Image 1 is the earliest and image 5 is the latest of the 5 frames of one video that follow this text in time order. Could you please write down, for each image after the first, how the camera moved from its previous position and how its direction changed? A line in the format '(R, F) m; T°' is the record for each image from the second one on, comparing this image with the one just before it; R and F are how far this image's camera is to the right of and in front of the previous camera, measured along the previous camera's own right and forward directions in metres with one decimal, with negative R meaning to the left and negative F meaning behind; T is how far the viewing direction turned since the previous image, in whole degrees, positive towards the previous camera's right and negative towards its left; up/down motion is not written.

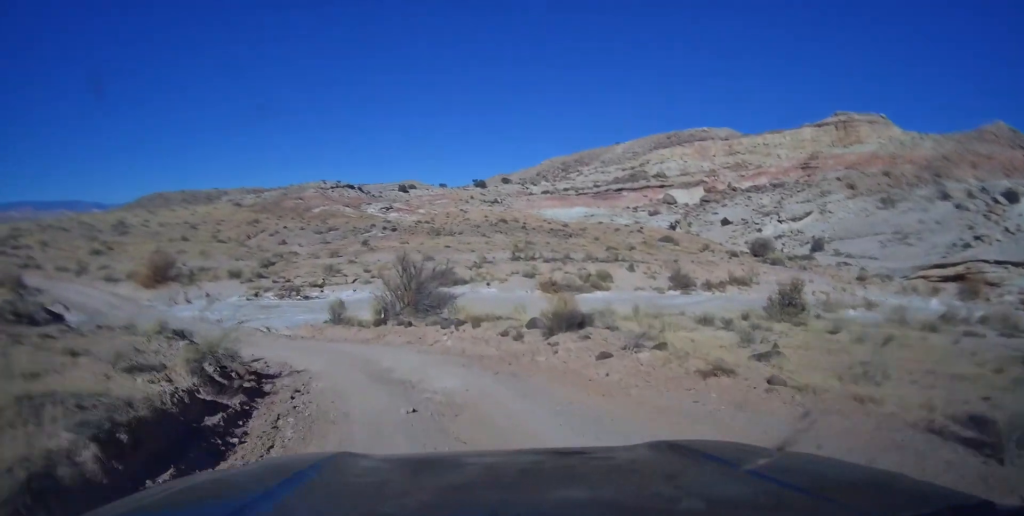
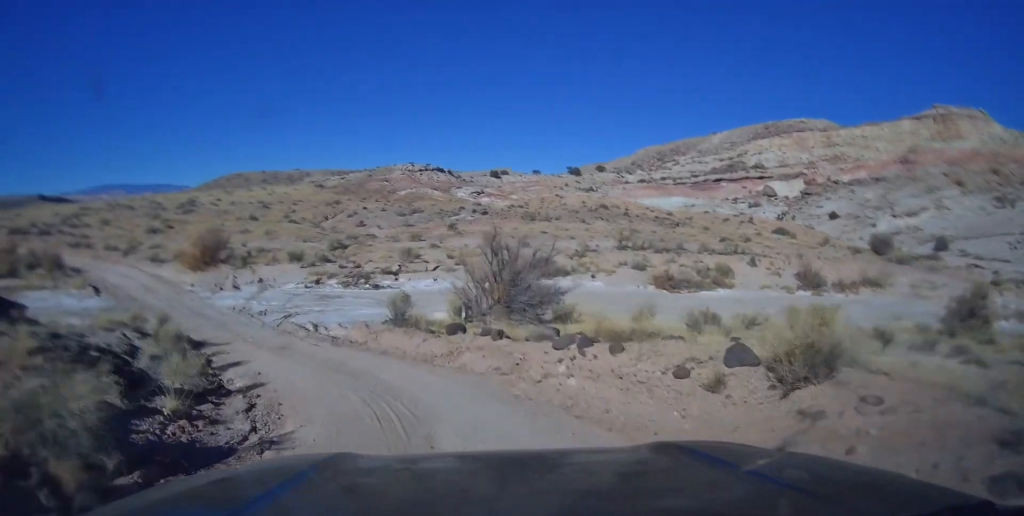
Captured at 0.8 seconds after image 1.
(+0.5, +7.0) m; -3°
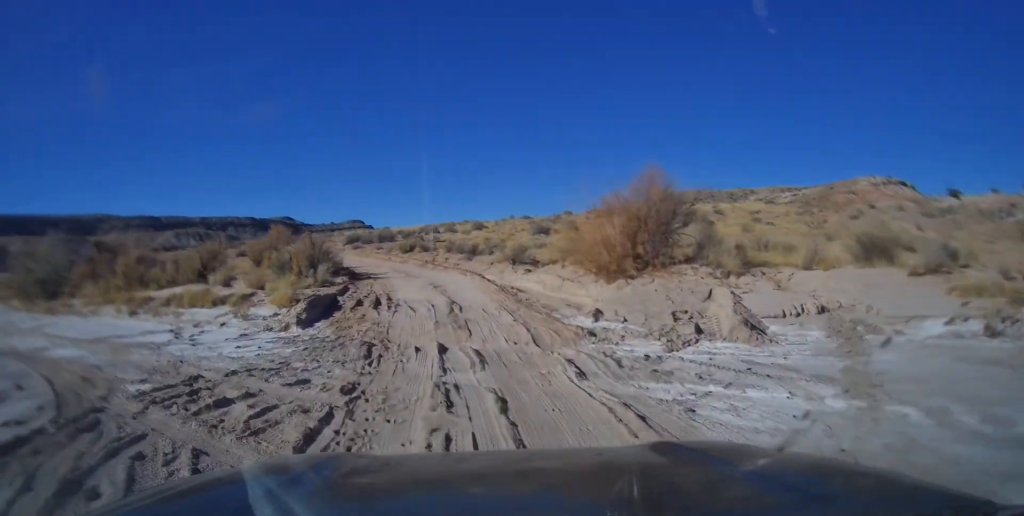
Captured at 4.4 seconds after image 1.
(-7.9, +24.0) m; -38°
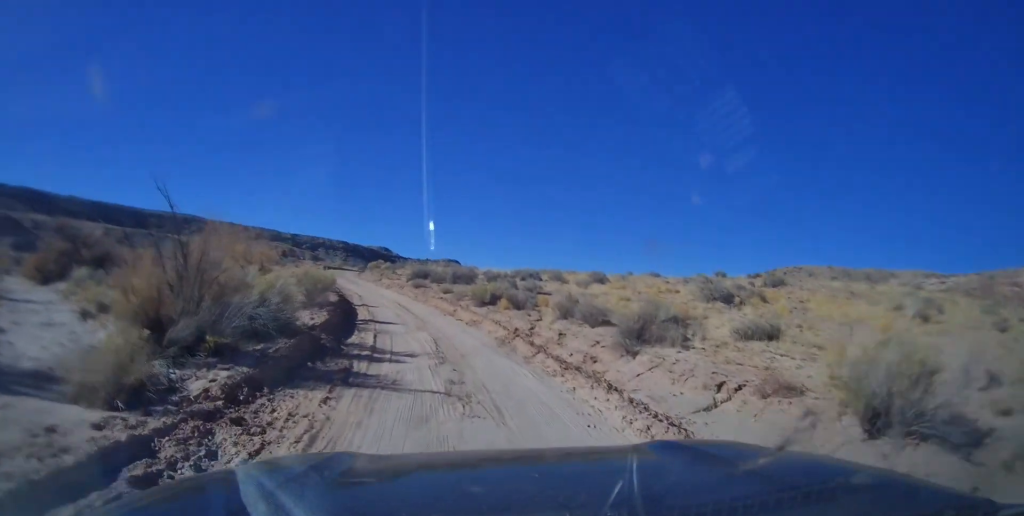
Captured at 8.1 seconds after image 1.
(-4.3, +20.8) m; -19°
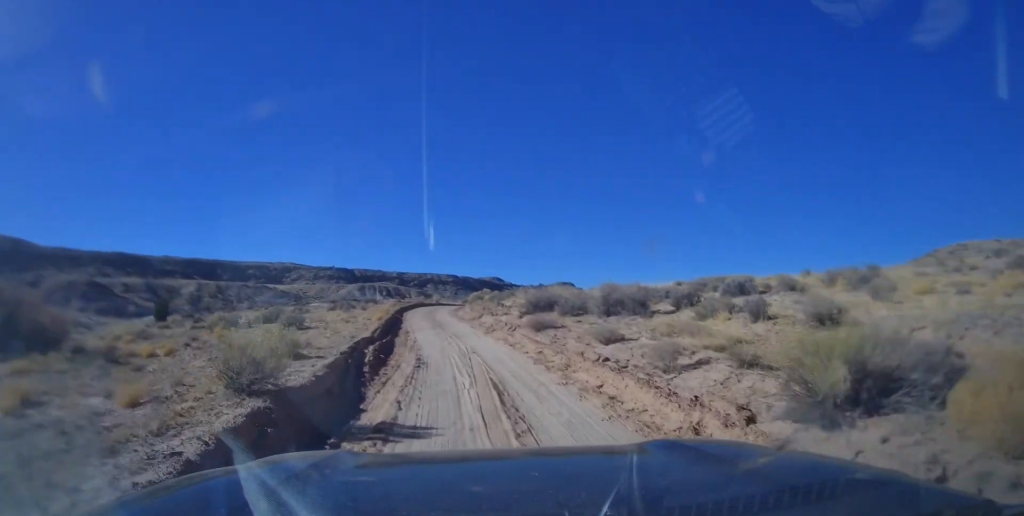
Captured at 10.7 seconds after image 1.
(-1.8, +16.0) m; -14°
